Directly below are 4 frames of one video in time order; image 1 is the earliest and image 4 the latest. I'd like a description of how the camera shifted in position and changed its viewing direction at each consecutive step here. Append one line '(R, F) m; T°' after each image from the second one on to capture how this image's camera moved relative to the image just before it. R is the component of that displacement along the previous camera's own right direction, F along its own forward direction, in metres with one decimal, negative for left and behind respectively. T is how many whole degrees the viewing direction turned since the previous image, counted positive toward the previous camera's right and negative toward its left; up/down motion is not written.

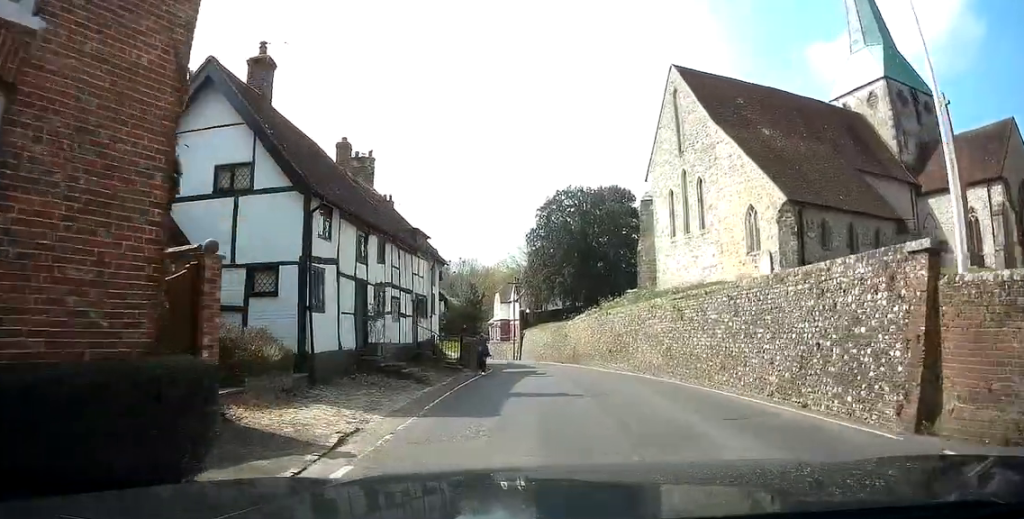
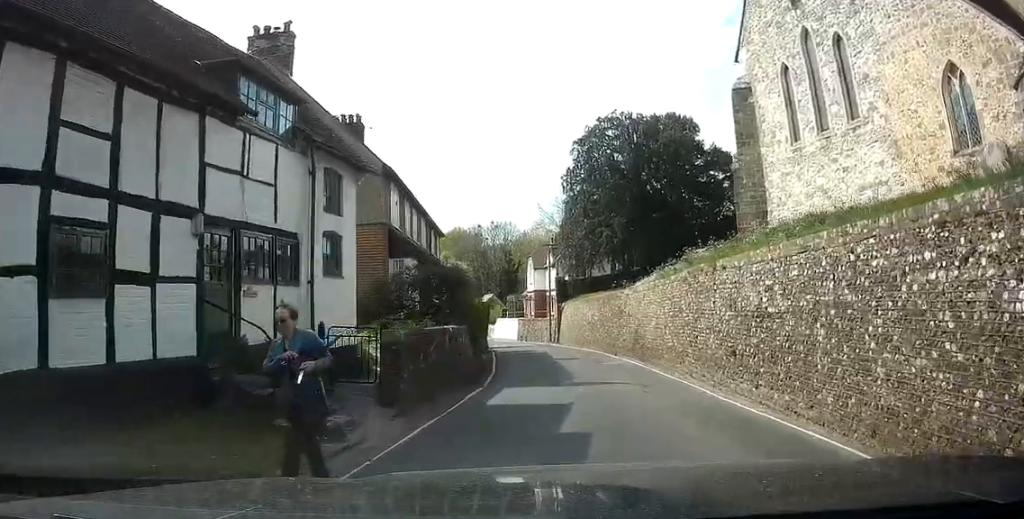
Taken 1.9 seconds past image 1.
(-0.6, +16.2) m; -5°
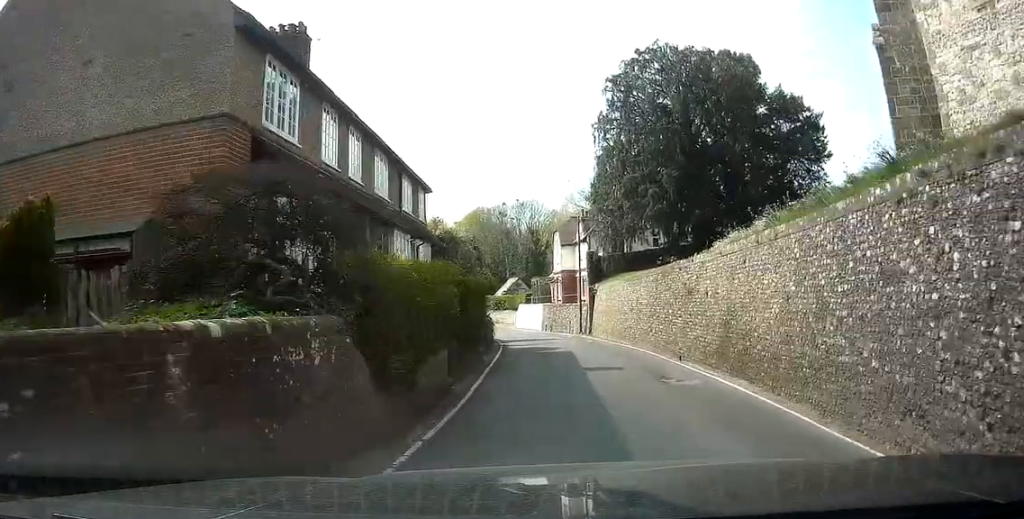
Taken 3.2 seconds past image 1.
(-0.6, +11.3) m; -6°
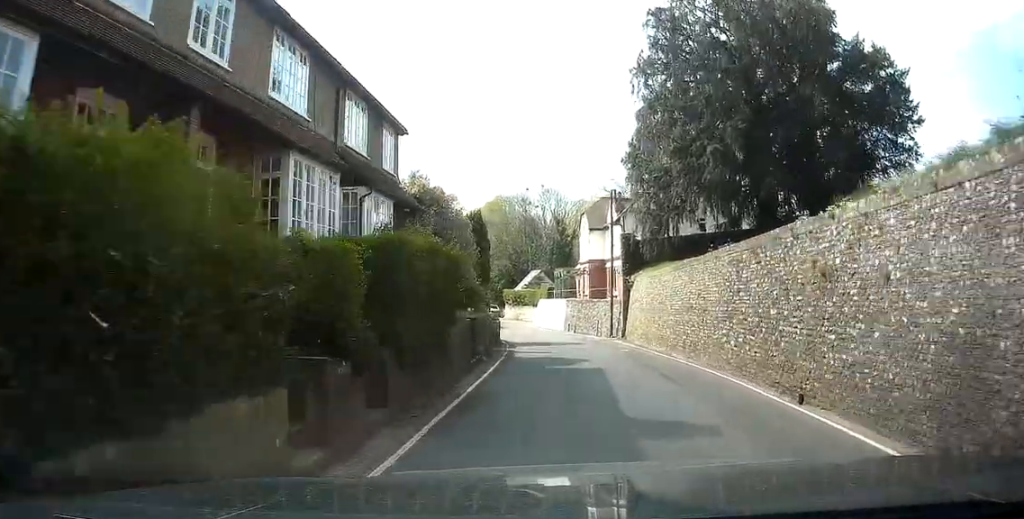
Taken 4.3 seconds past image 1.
(-0.3, +9.4) m; -9°
